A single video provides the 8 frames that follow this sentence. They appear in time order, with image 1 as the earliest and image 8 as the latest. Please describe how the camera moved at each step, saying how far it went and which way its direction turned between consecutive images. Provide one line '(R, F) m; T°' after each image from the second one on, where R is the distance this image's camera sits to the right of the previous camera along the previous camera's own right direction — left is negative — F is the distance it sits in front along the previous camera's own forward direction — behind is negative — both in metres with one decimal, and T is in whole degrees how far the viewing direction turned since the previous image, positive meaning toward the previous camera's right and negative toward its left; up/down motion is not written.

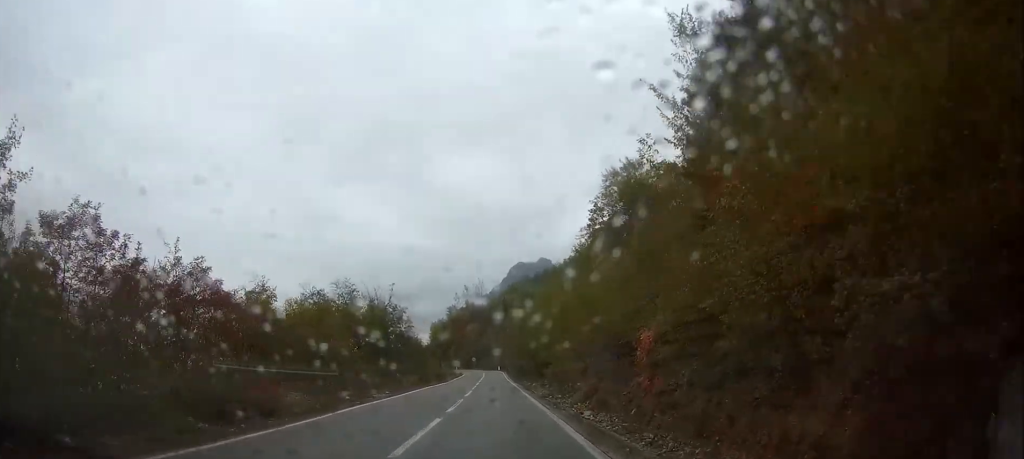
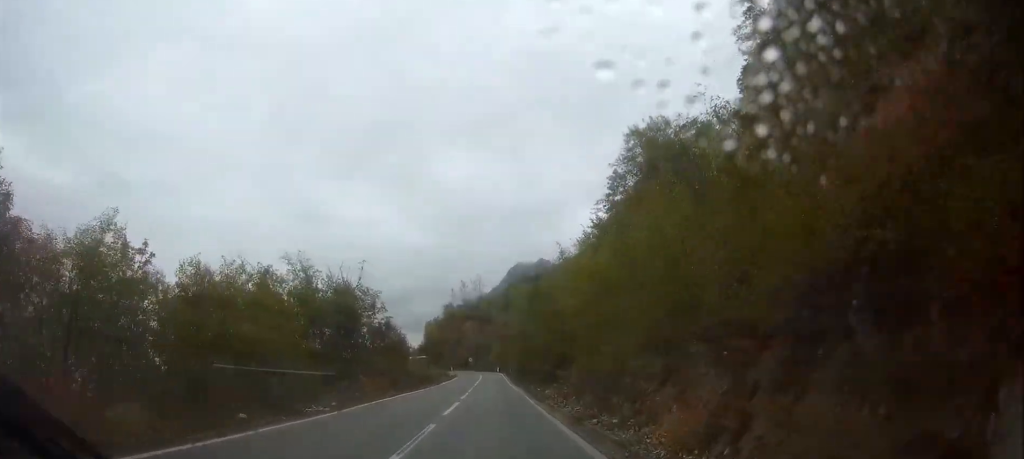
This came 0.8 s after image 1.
(0.0, +12.0) m; -1°
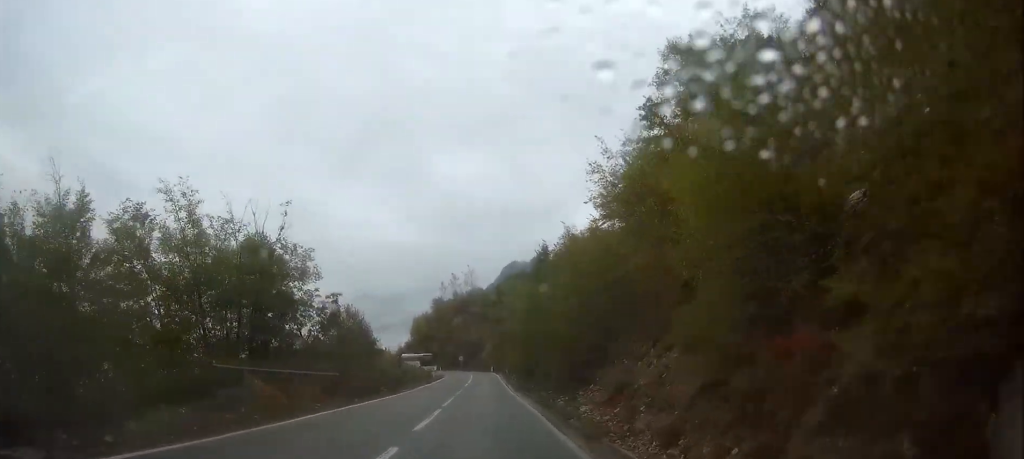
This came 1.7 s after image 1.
(-0.1, +14.6) m; -1°
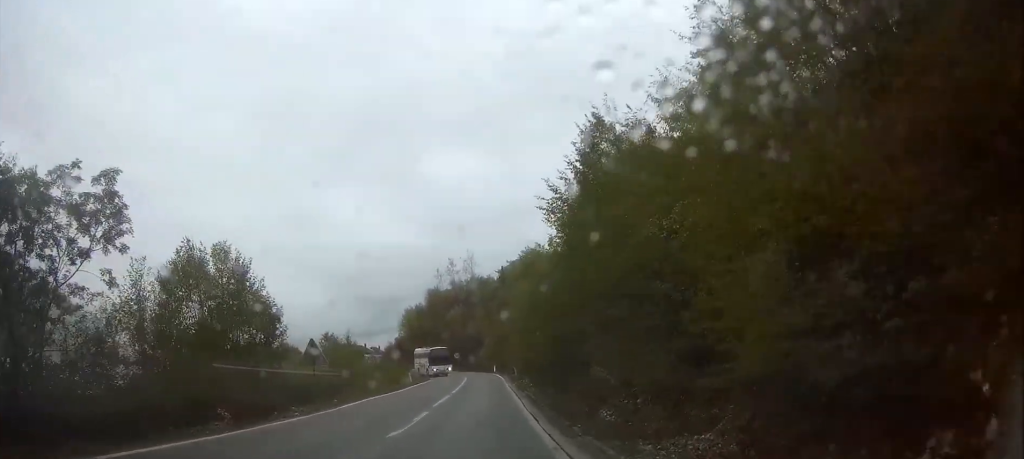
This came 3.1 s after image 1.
(-0.3, +22.3) m; -1°
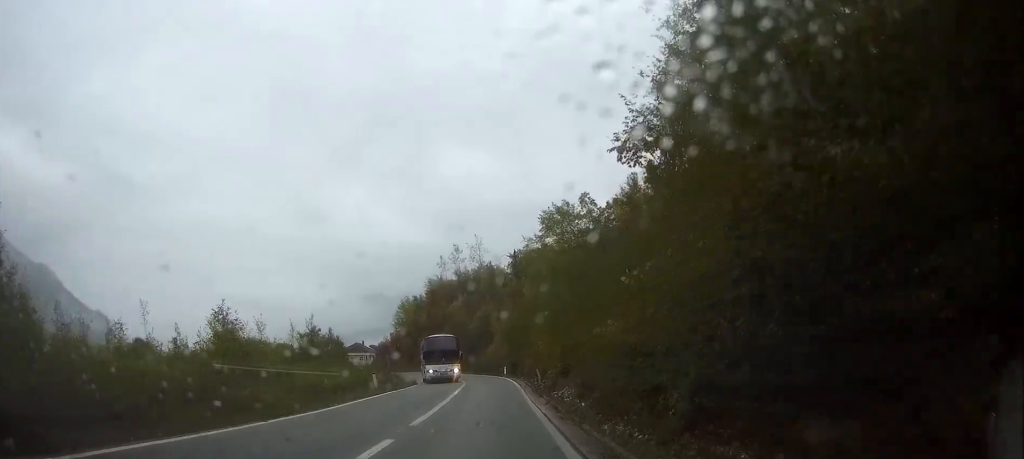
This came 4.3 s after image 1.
(+0.1, +18.1) m; 0°
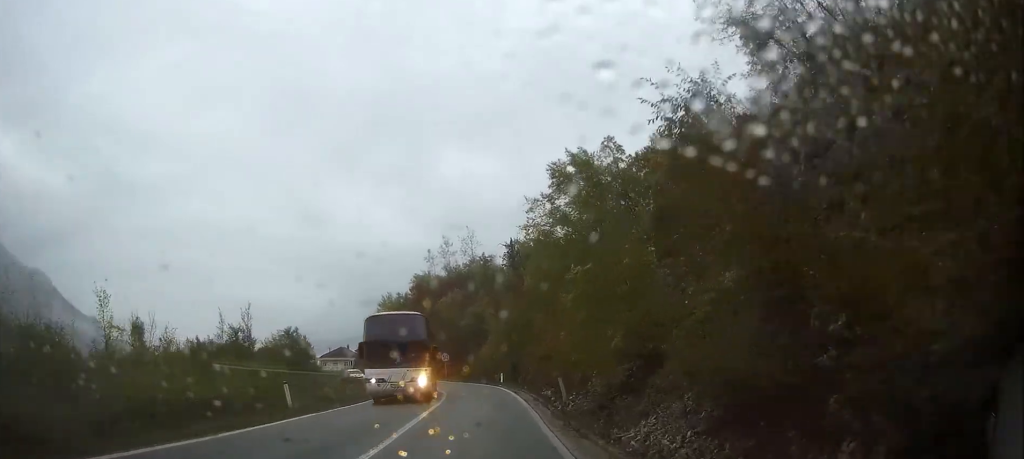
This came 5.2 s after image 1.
(-0.1, +13.4) m; -1°
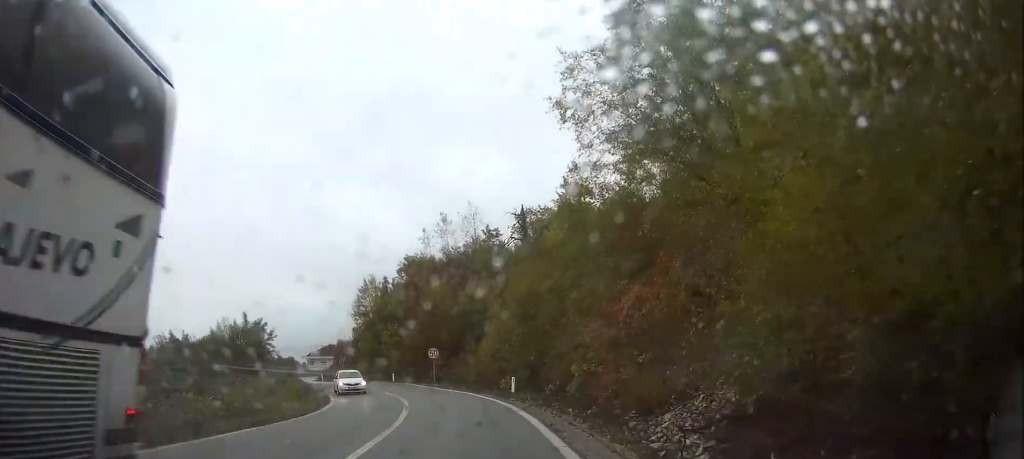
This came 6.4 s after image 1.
(-0.1, +18.2) m; -1°
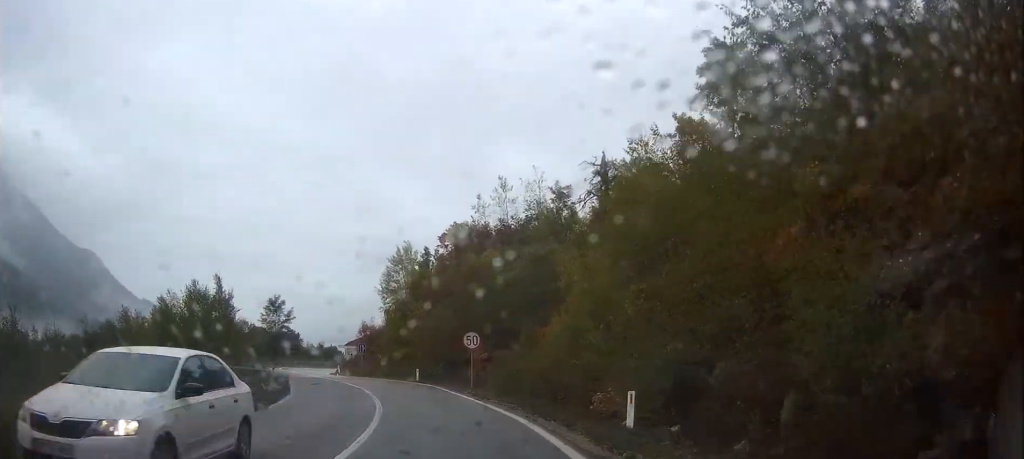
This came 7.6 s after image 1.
(-0.5, +17.4) m; -6°
